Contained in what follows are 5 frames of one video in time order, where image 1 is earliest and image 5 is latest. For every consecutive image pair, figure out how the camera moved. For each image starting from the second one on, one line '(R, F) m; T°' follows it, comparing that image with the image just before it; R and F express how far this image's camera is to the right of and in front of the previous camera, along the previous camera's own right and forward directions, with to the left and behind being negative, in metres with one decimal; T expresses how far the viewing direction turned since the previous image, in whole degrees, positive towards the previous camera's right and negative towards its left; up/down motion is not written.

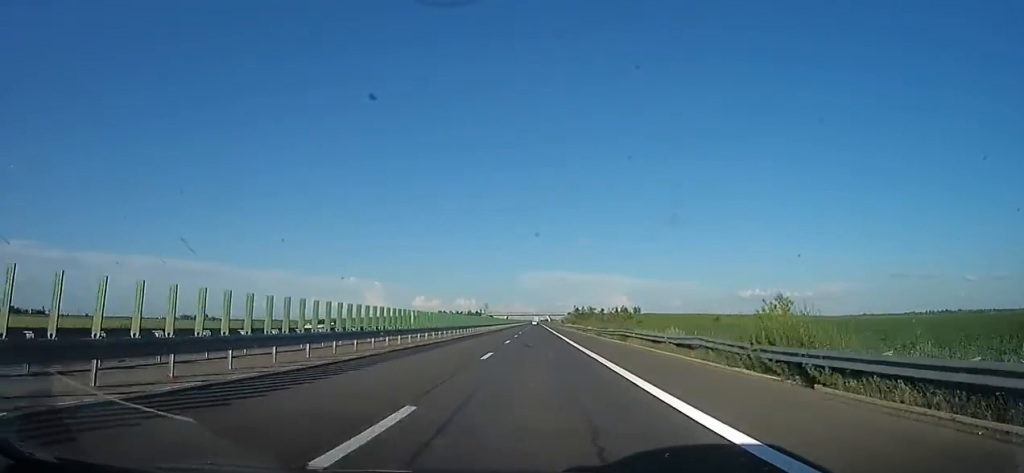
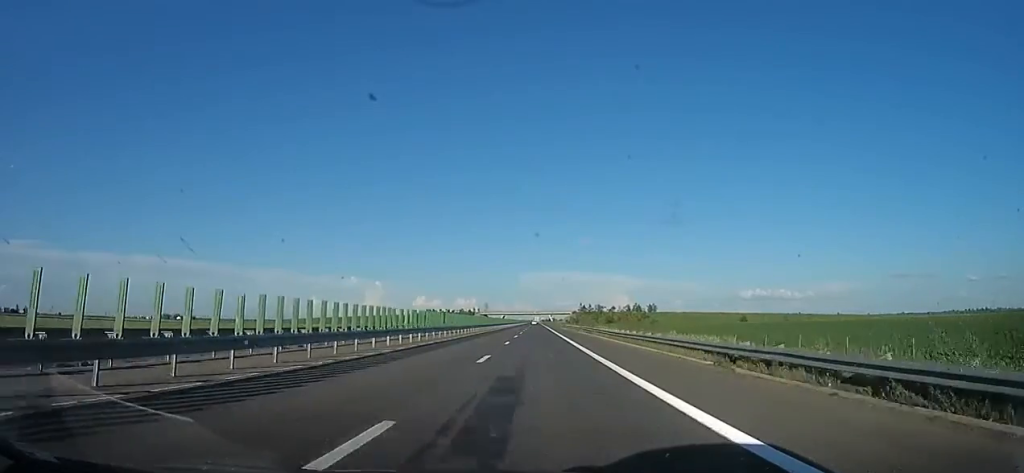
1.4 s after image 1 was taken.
(+1.1, +49.9) m; +2°
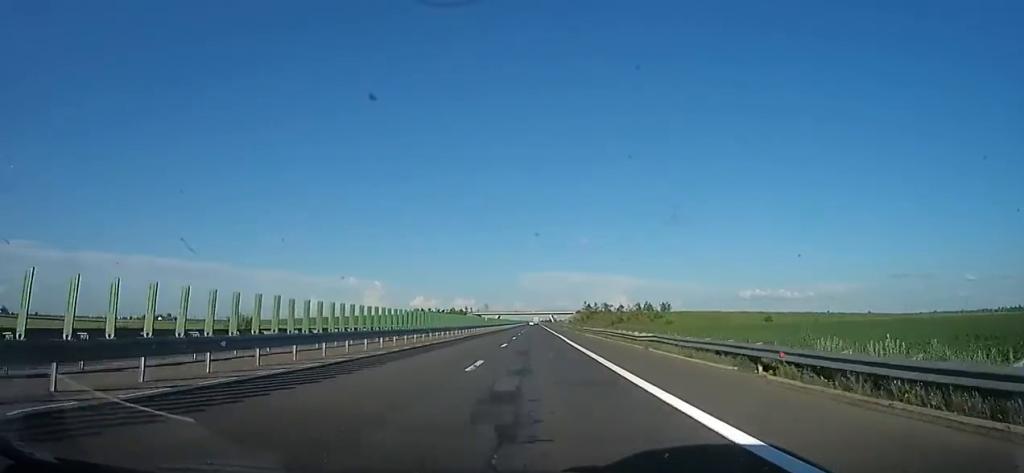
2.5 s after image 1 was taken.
(-0.4, +38.8) m; -2°
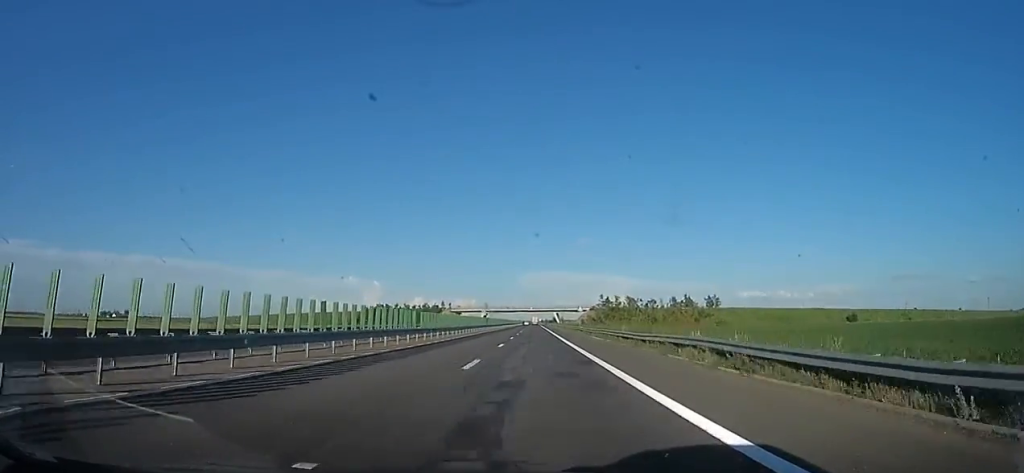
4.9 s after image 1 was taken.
(+1.1, +84.8) m; +1°
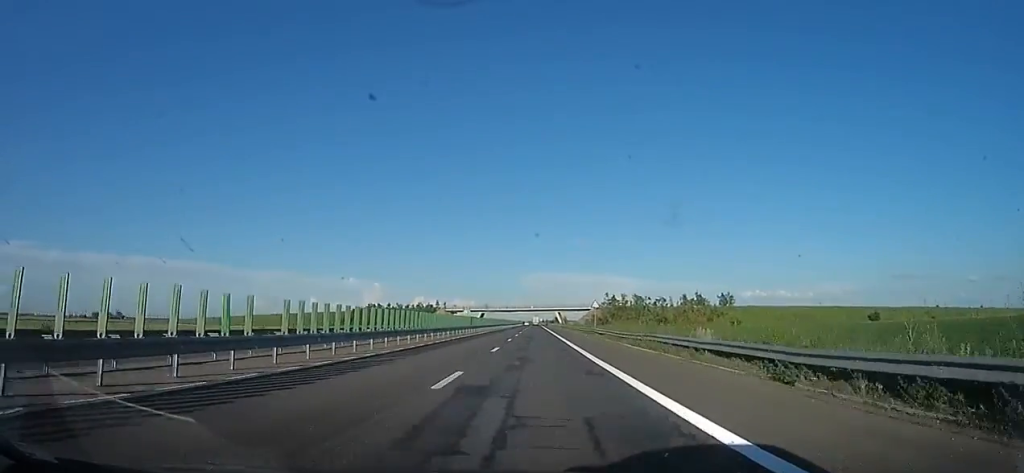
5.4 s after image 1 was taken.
(+0.4, +15.9) m; -1°
